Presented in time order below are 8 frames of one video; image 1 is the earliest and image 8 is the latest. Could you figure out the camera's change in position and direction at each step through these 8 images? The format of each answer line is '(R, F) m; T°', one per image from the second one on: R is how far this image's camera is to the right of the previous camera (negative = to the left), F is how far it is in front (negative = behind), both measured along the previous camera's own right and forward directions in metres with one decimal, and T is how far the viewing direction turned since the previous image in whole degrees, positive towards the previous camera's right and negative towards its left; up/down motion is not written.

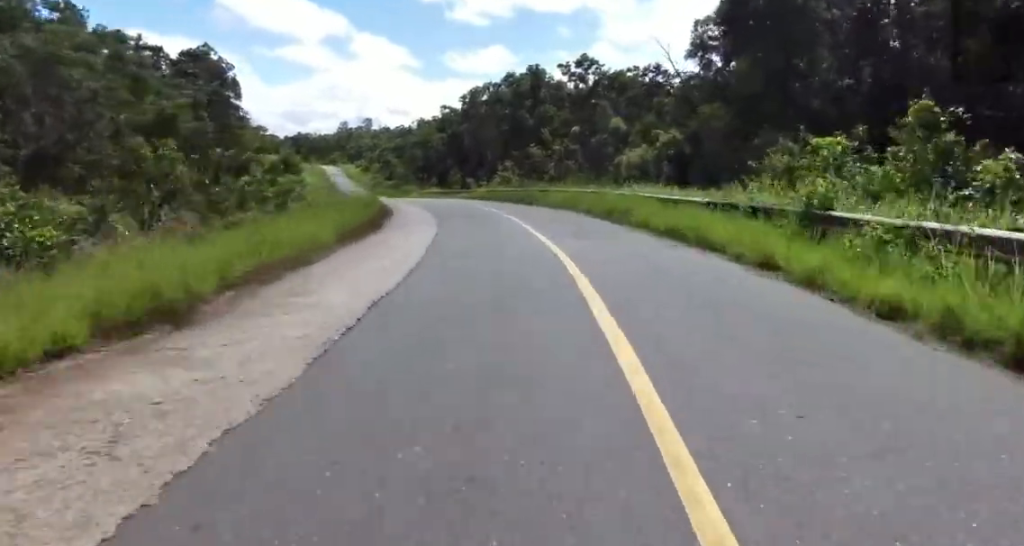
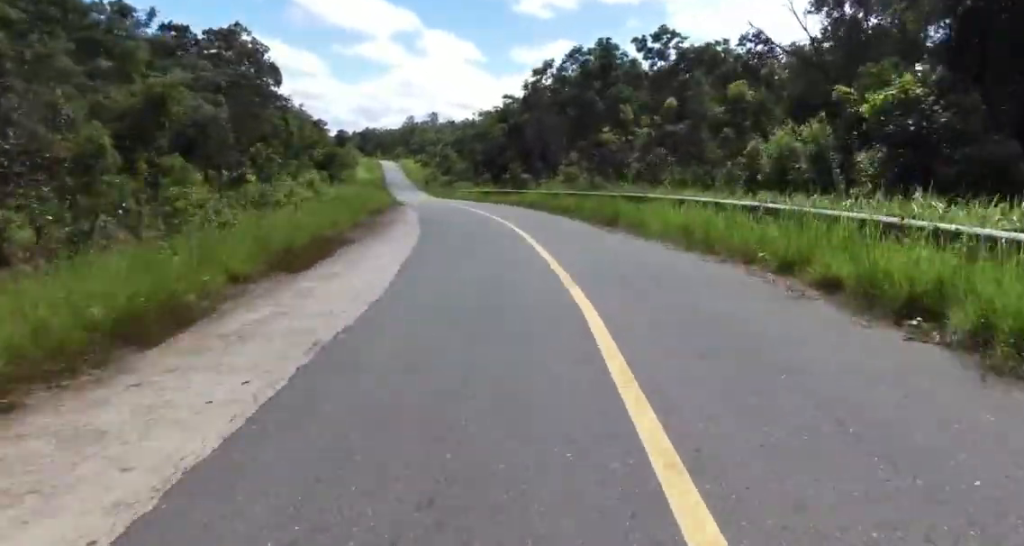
(-1.2, +14.2) m; -6°
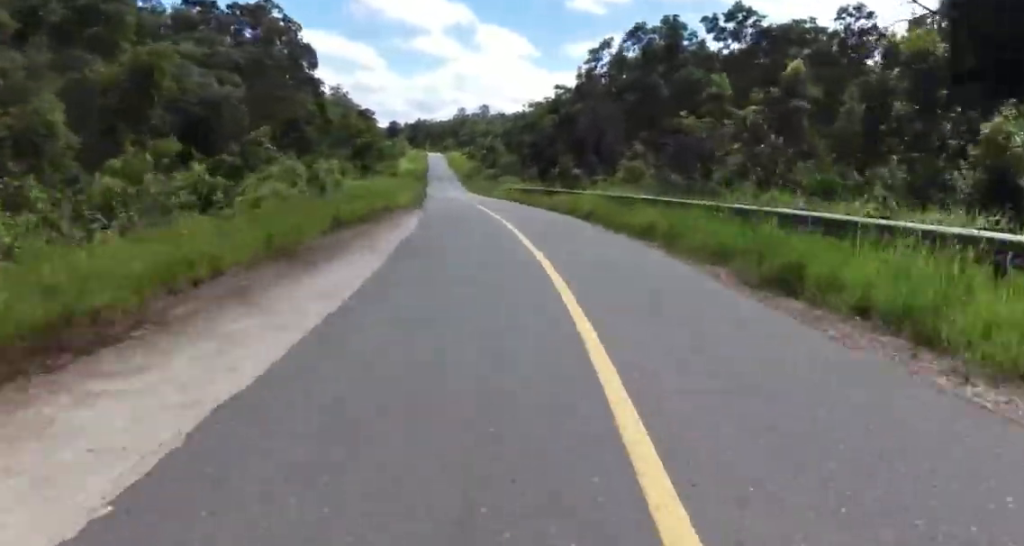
(+0.1, +8.8) m; -4°
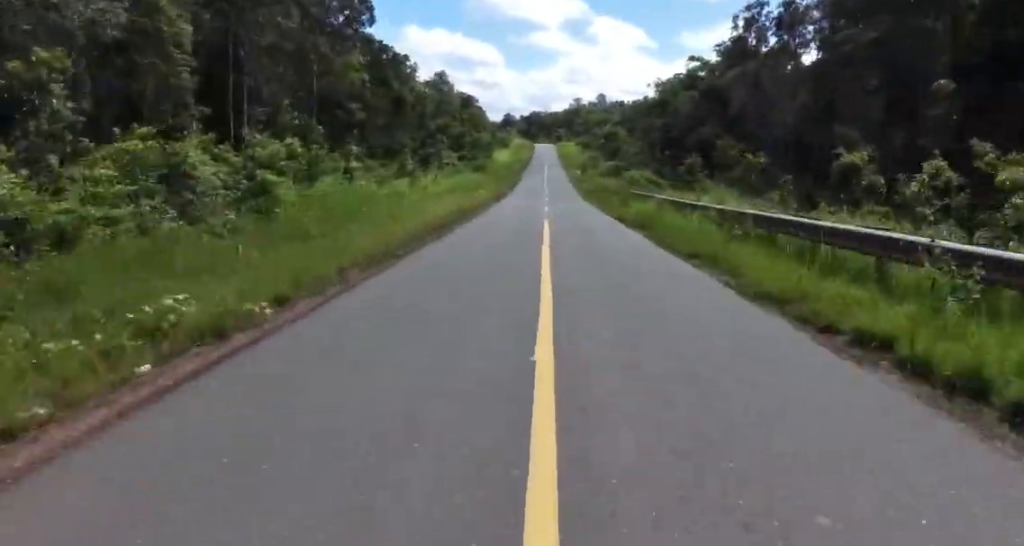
(-3.6, +30.0) m; -12°
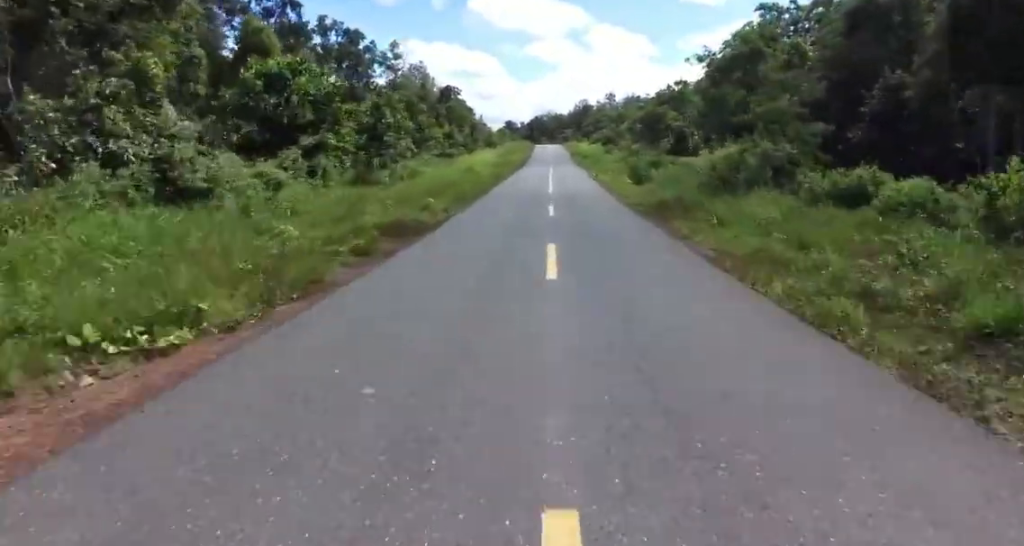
(-1.7, +41.2) m; -4°
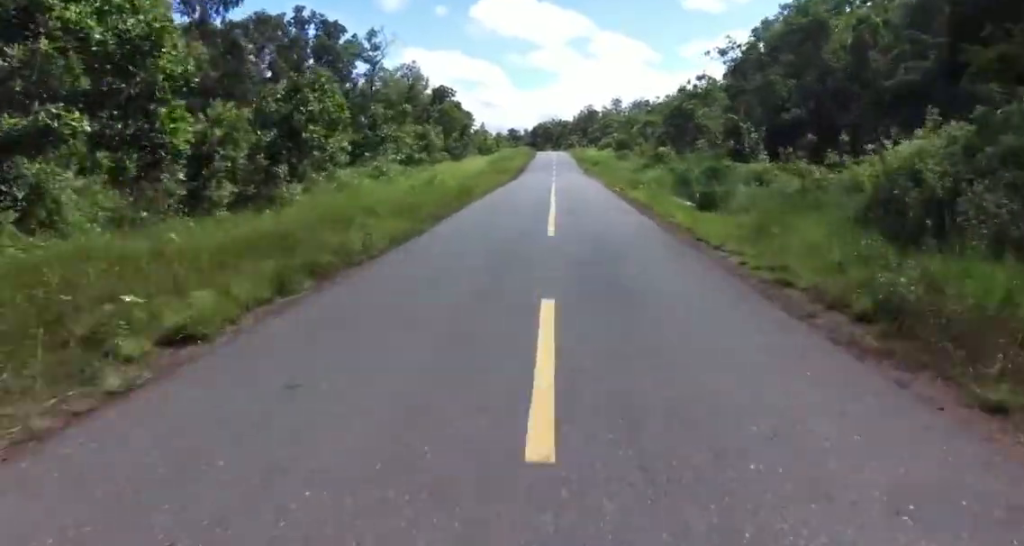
(-0.1, +12.8) m; 0°
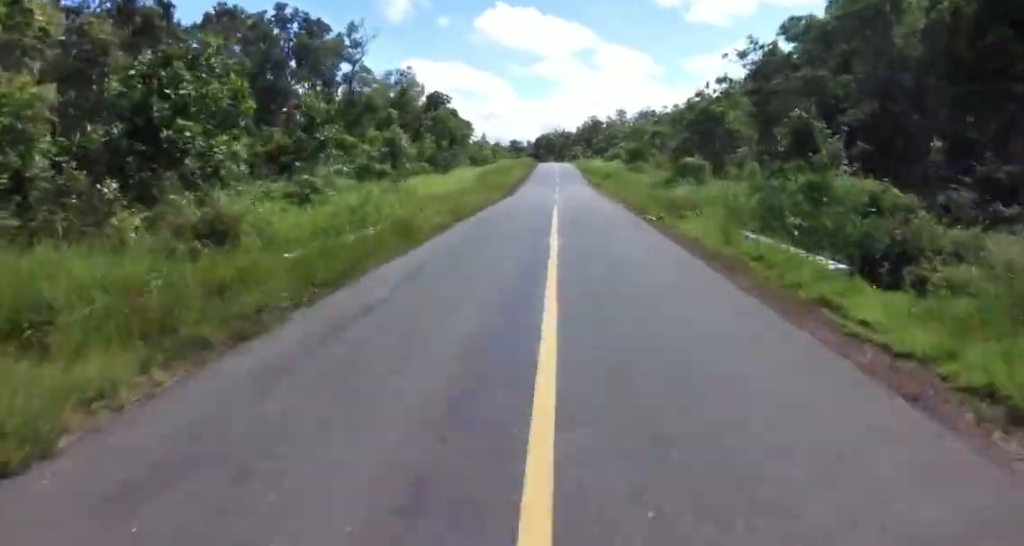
(0.0, +9.1) m; 0°
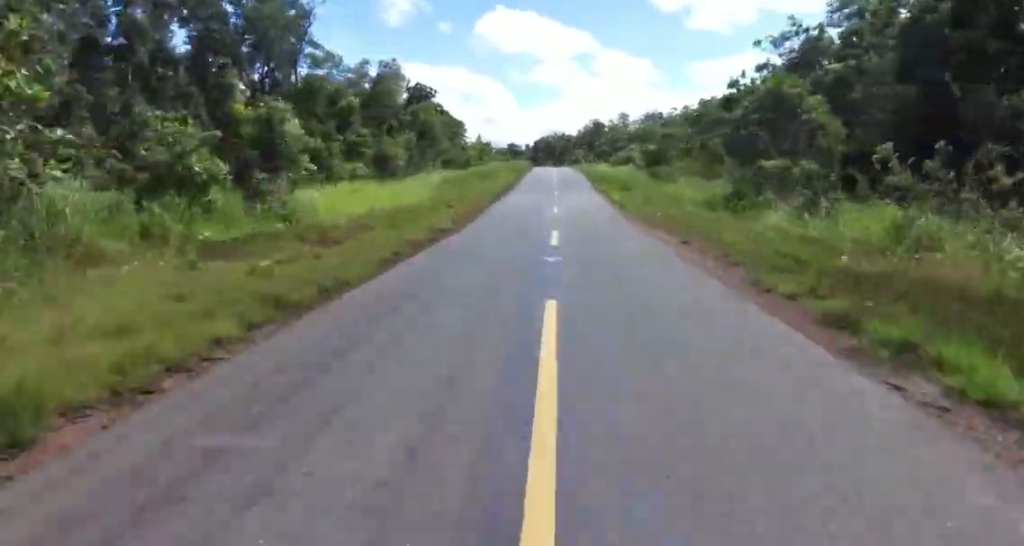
(0.0, +13.9) m; +3°
